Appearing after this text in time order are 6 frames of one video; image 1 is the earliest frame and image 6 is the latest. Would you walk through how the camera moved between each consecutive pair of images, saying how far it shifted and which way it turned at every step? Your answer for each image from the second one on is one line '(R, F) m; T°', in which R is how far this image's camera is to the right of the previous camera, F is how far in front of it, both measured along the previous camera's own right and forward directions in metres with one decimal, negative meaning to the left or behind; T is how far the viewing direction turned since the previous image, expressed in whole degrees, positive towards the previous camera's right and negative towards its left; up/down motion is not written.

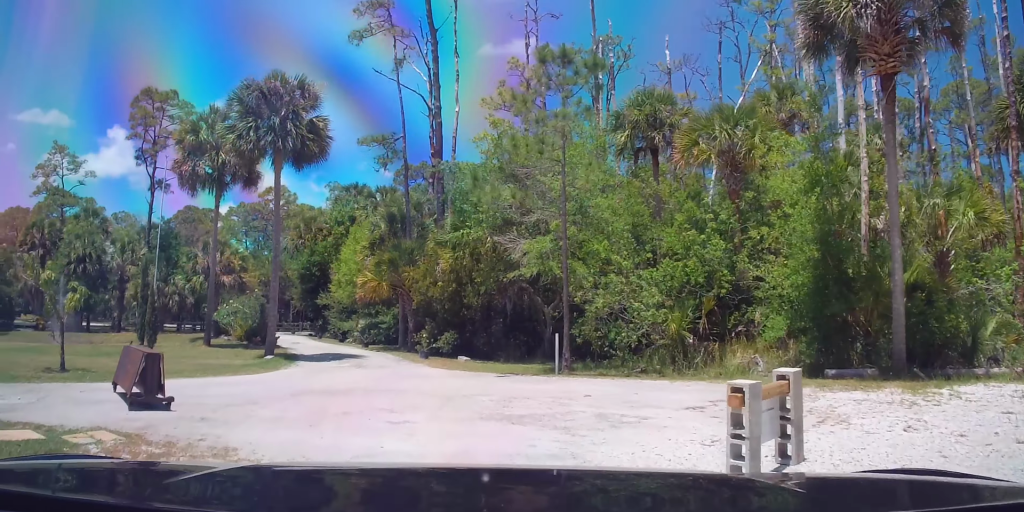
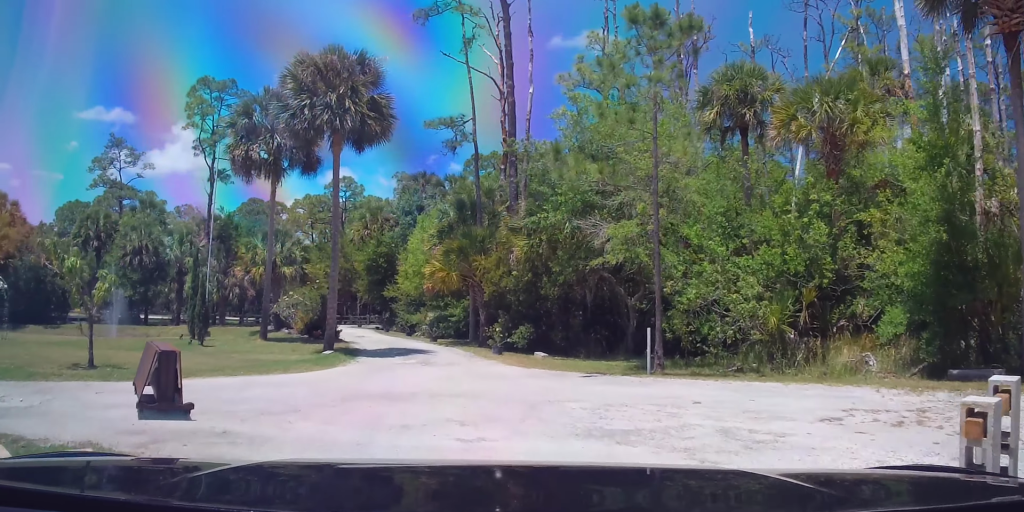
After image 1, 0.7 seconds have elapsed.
(-0.2, +1.8) m; 0°
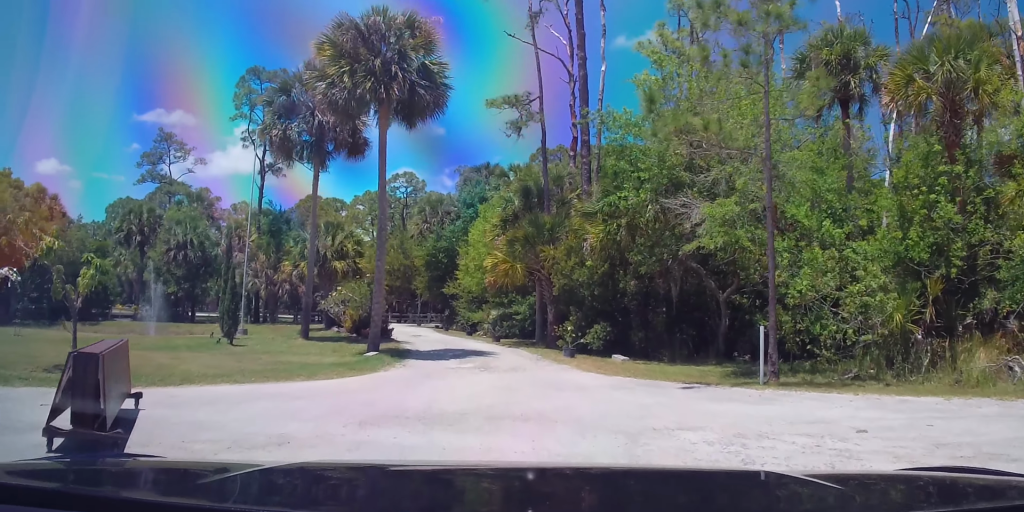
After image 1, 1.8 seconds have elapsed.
(+0.3, +2.7) m; -1°
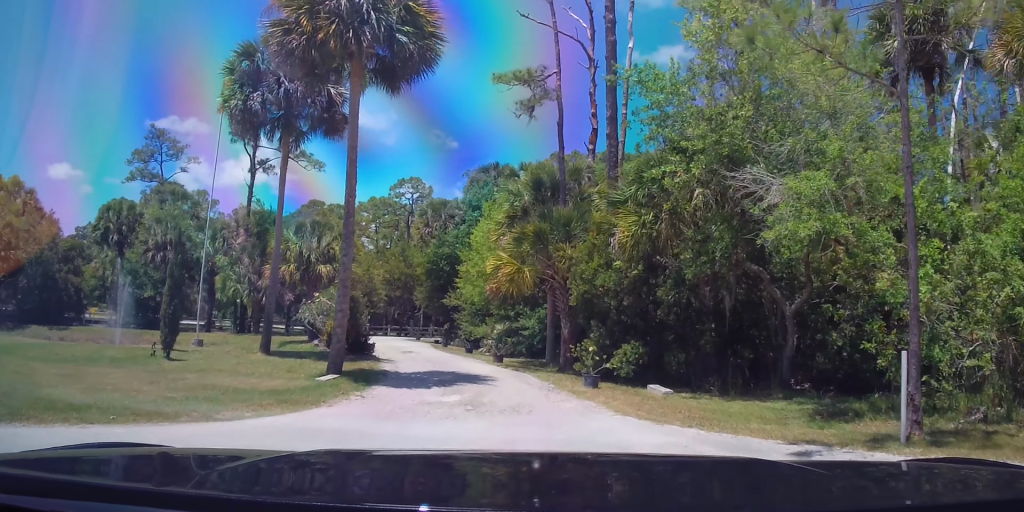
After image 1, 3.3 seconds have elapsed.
(-0.4, +4.0) m; -2°
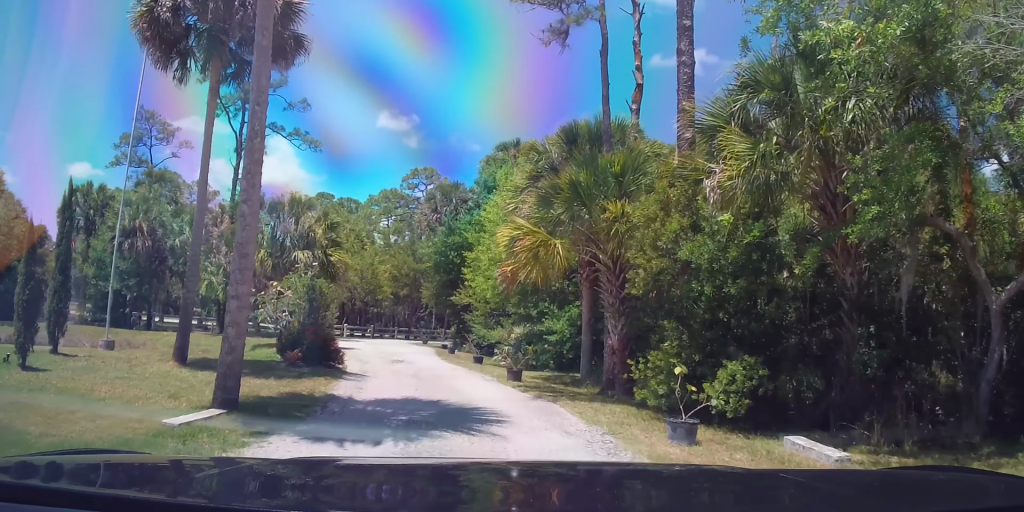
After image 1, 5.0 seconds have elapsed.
(-0.2, +5.7) m; -8°
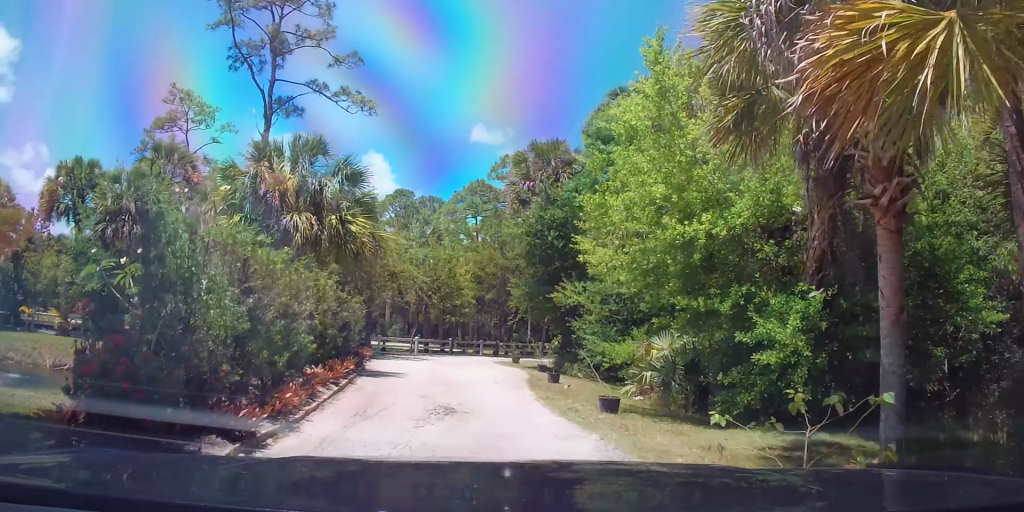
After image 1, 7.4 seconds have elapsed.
(-1.0, +9.6) m; -7°
